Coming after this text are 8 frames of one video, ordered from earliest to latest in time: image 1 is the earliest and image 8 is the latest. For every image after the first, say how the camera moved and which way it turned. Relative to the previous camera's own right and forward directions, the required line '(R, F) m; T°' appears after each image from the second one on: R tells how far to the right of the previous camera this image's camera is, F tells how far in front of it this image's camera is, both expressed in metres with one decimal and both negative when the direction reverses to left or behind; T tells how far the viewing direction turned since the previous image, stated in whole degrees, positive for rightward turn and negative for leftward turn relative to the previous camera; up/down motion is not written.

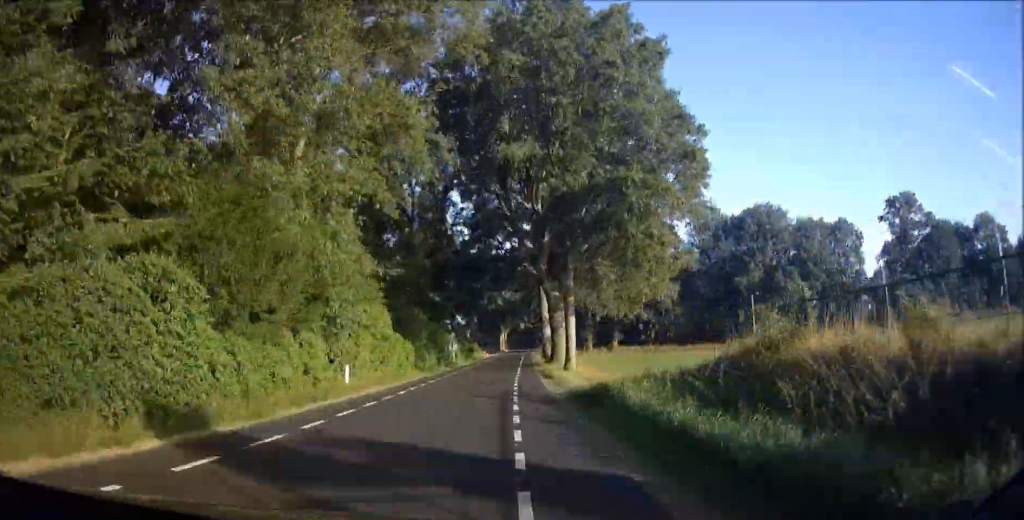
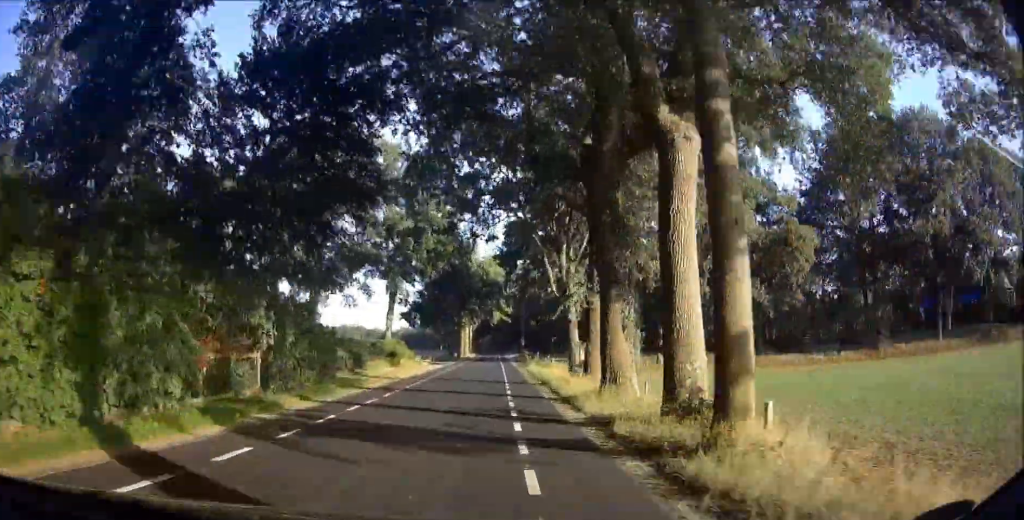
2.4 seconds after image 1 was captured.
(+1.4, +54.3) m; +2°
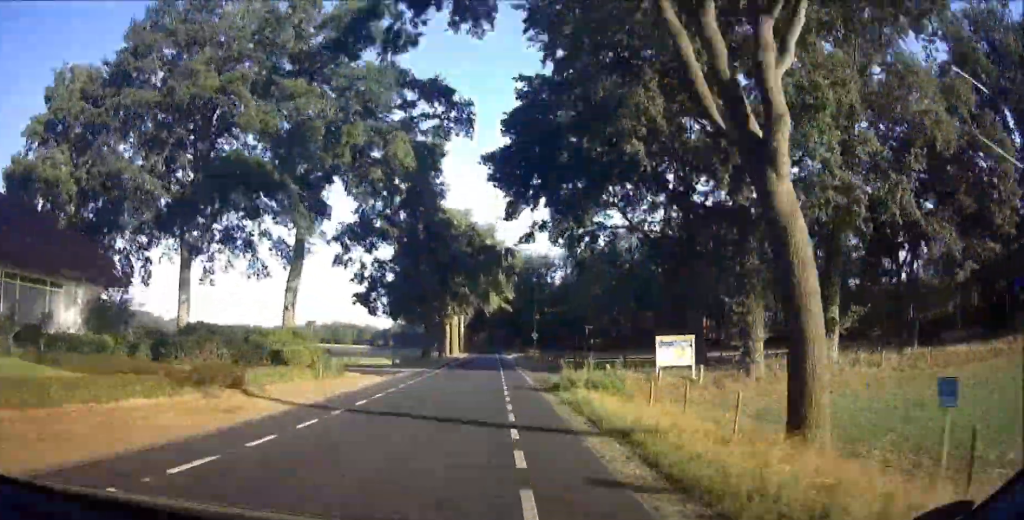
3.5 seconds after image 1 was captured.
(+0.2, +25.8) m; +1°
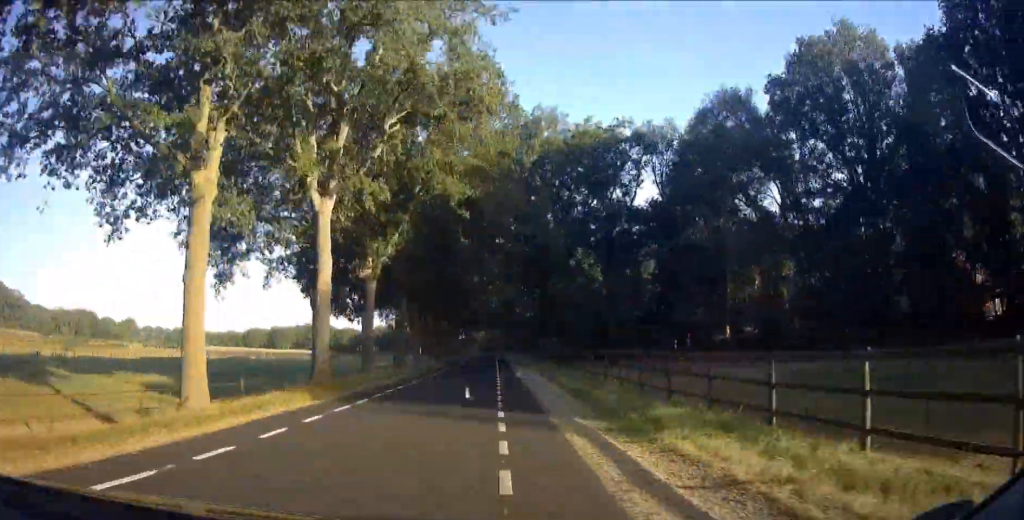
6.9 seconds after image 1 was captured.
(+0.6, +78.9) m; 0°
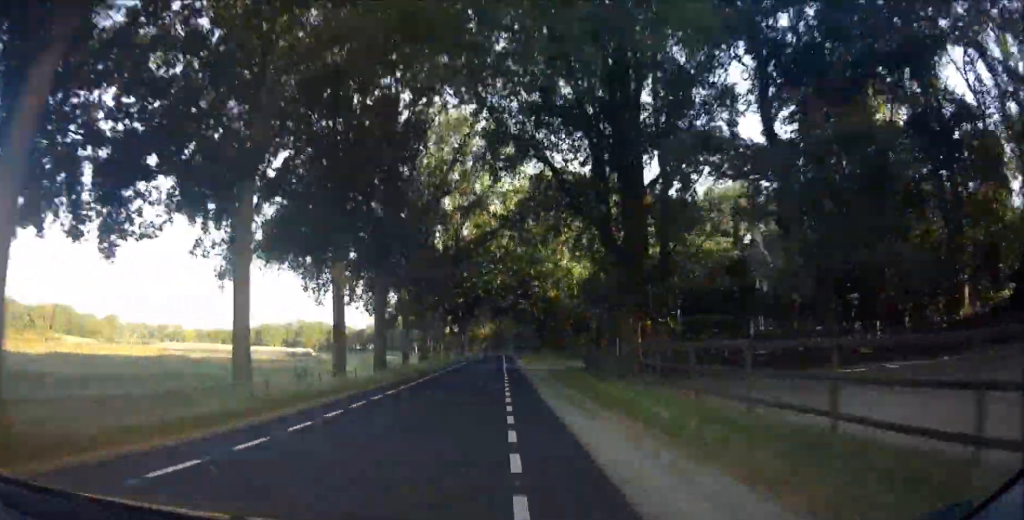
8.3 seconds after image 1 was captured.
(0.0, +31.6) m; 0°
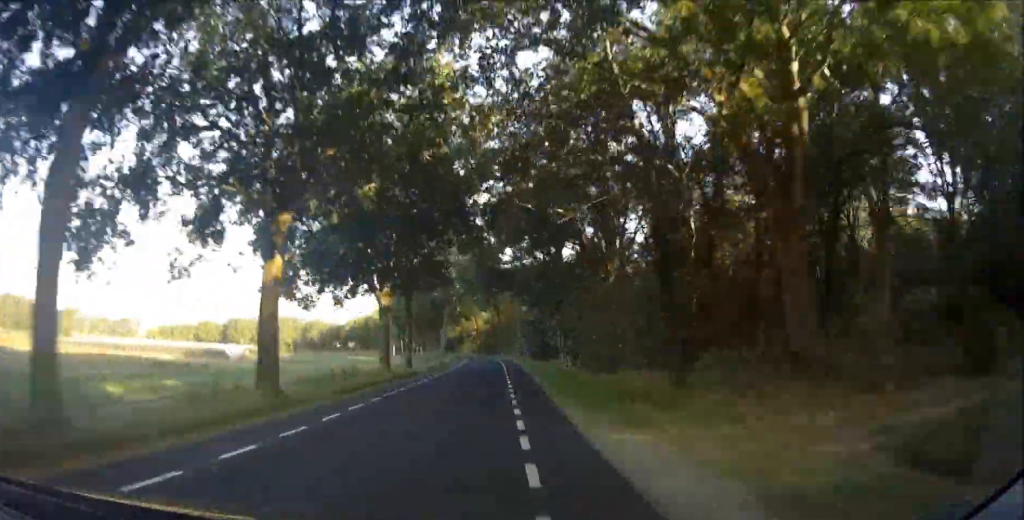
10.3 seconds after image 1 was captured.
(-0.3, +48.5) m; -1°
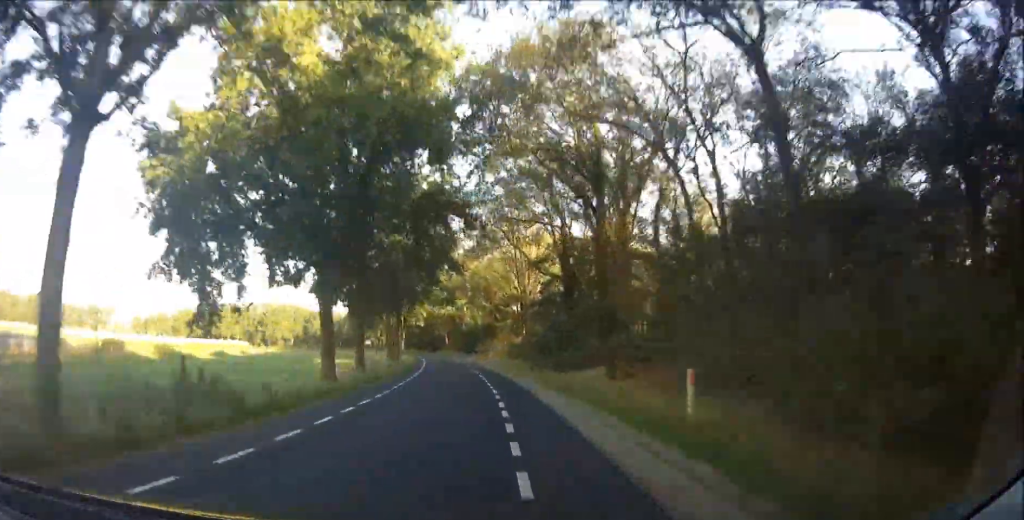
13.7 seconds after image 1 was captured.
(-4.3, +88.4) m; -10°
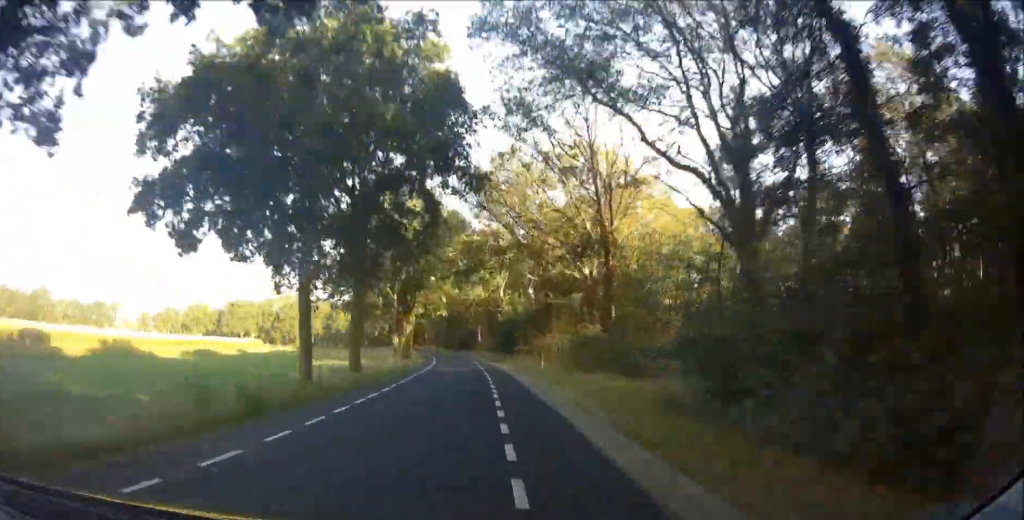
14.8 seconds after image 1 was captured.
(-2.2, +32.4) m; -8°
